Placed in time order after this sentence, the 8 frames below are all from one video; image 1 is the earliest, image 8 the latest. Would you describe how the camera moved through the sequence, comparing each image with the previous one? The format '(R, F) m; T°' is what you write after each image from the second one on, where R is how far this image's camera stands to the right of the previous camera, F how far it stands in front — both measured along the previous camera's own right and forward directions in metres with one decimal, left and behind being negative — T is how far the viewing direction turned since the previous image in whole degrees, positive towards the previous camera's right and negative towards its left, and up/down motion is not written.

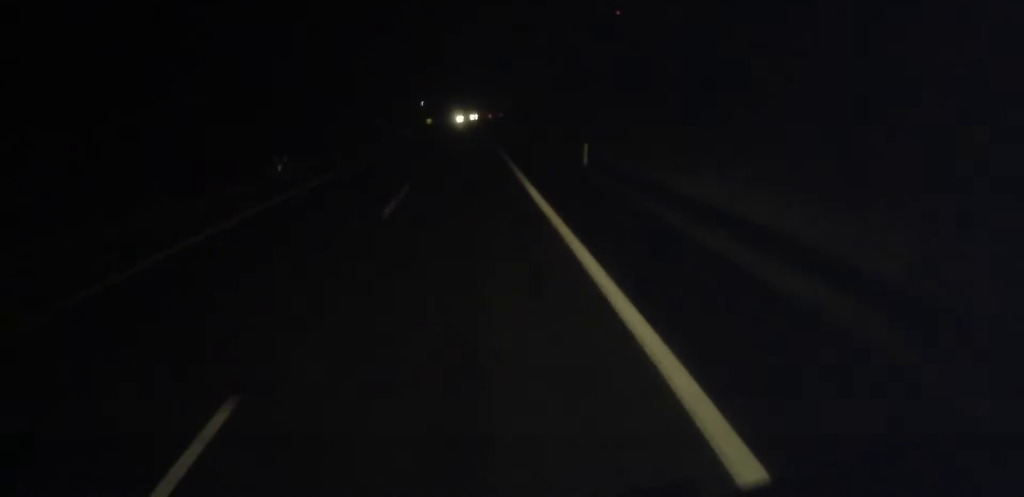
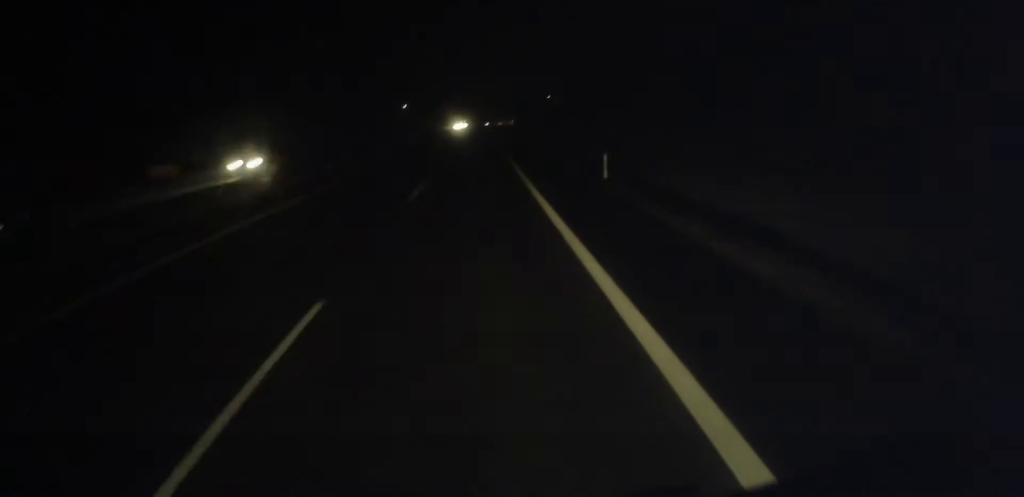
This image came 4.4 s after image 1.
(+0.4, +103.2) m; +1°
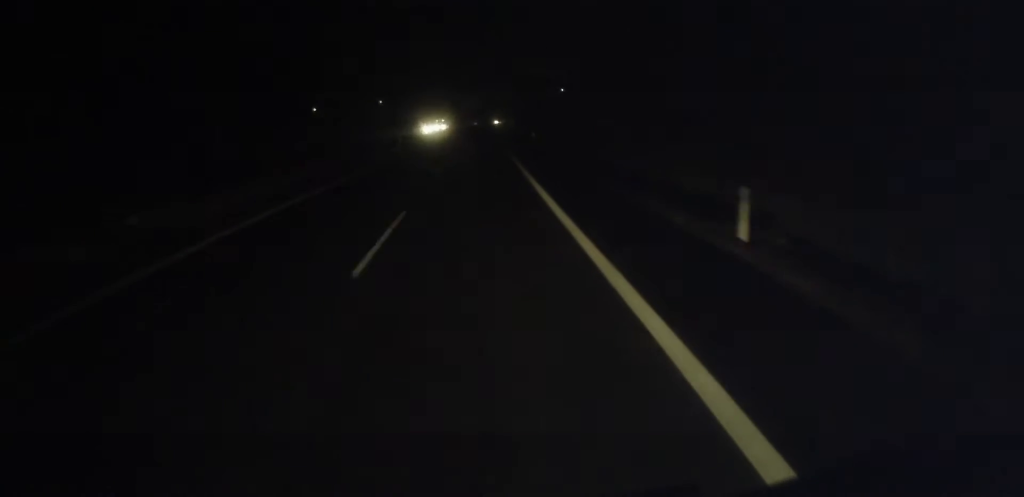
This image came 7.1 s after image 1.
(+0.1, +62.5) m; +1°
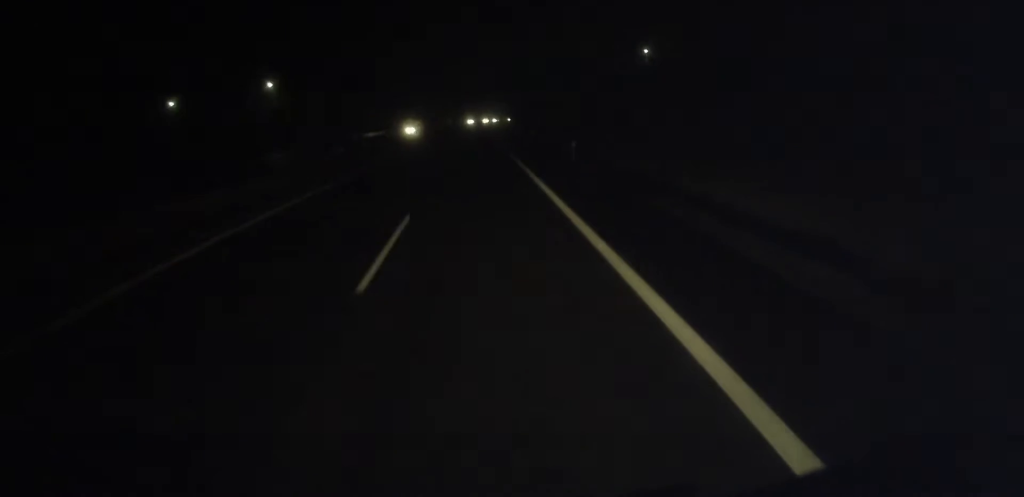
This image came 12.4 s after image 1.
(+1.8, +124.1) m; +1°
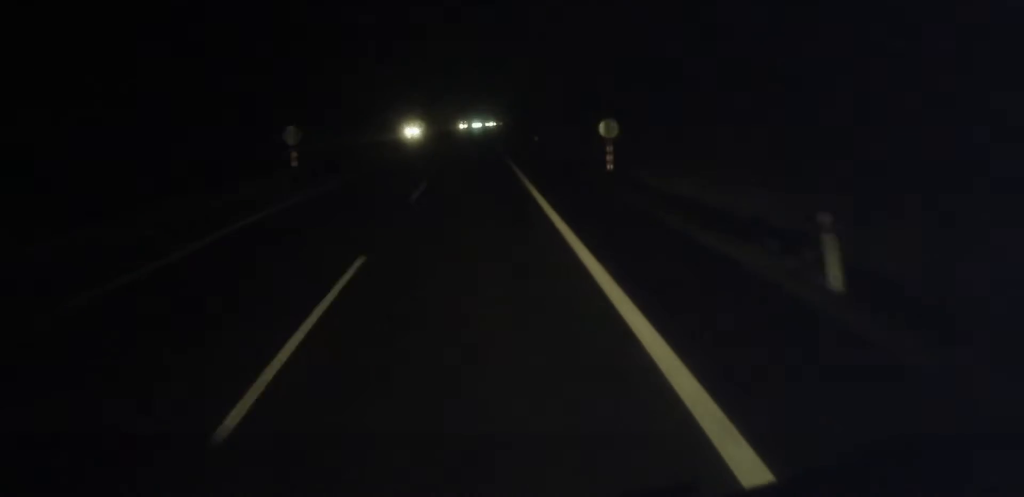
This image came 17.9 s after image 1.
(+1.1, +126.5) m; +1°
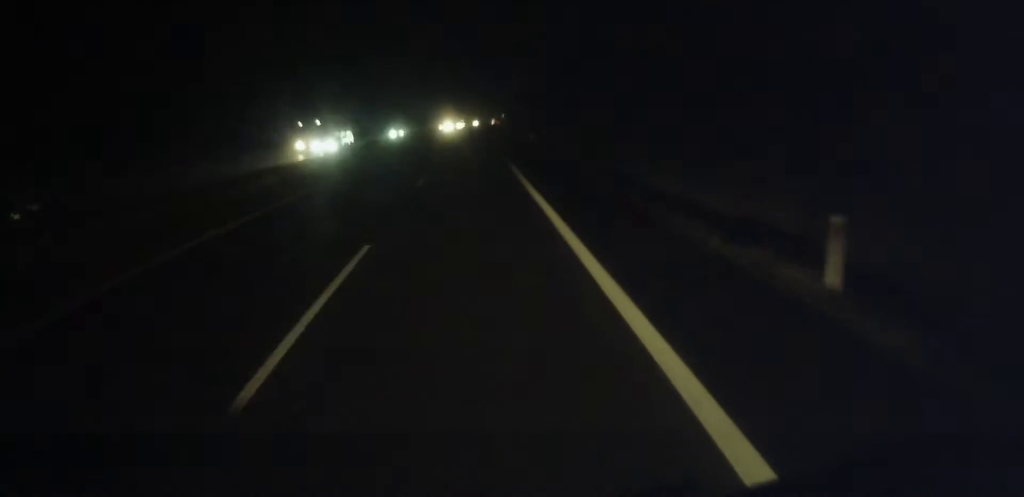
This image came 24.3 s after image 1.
(+1.4, +148.4) m; +1°
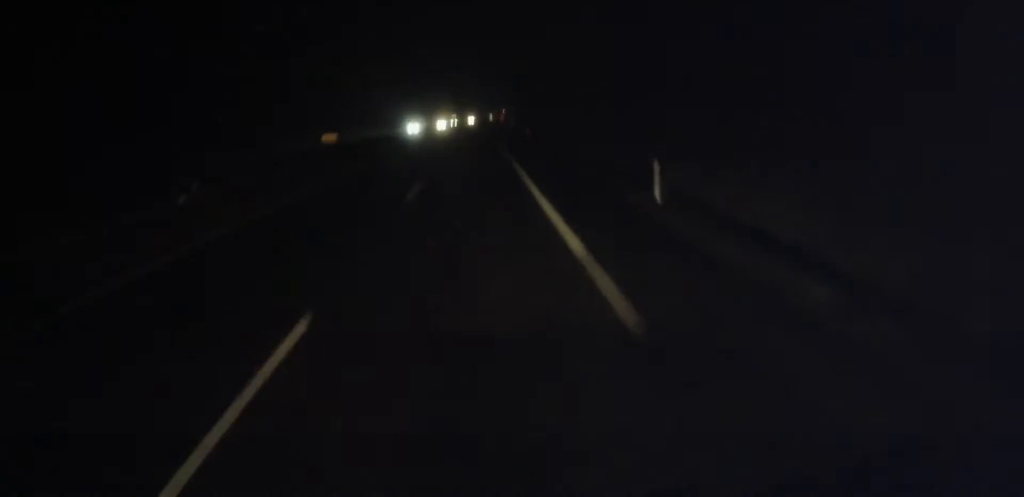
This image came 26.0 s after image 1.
(-0.2, +40.5) m; +1°
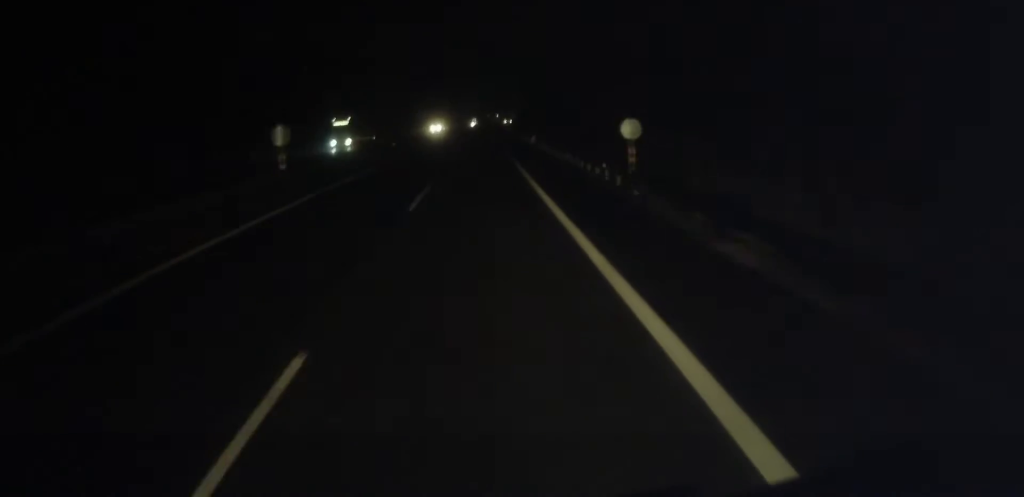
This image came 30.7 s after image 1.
(+2.0, +110.0) m; +1°
